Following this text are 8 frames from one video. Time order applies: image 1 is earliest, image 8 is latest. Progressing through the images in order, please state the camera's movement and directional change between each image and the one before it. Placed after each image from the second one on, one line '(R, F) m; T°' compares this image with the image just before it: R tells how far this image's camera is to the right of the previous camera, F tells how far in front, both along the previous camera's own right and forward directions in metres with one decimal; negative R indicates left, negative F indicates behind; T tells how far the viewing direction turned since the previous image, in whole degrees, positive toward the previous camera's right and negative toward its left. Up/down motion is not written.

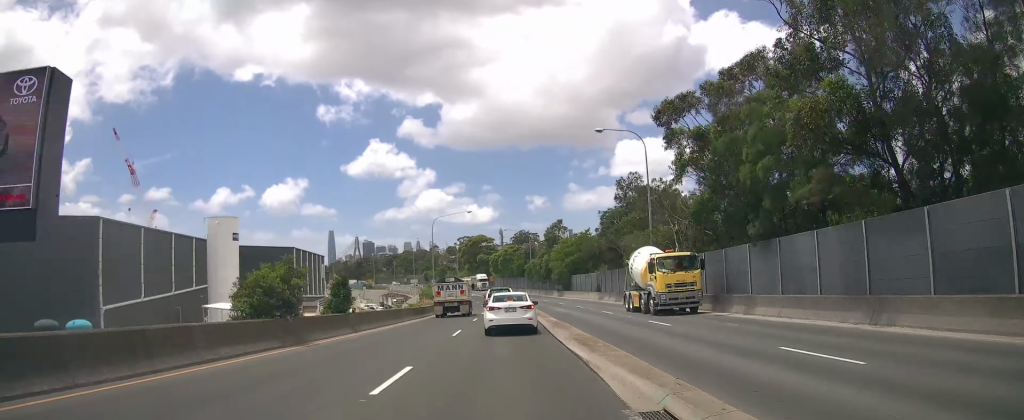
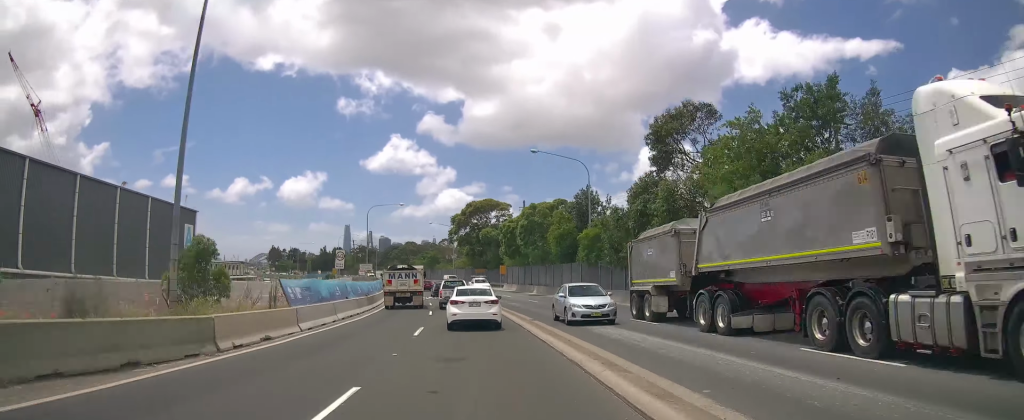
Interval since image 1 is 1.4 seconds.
(+0.8, +62.1) m; -2°
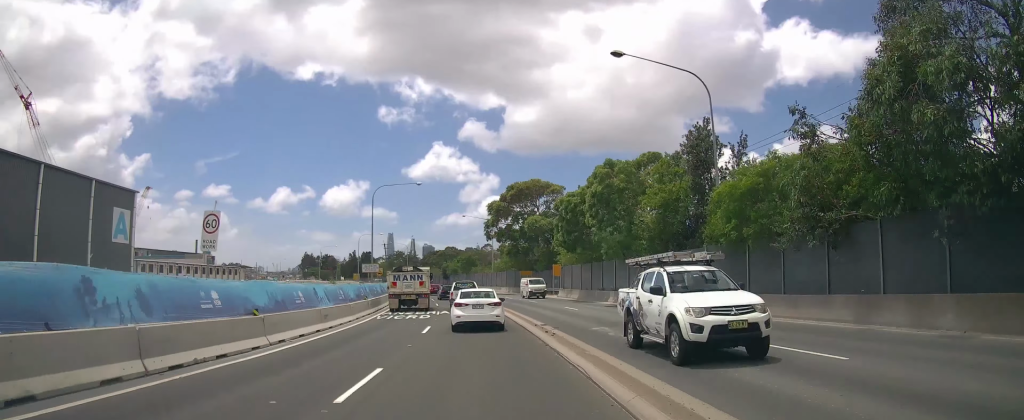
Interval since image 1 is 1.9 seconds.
(-0.6, +22.4) m; -3°
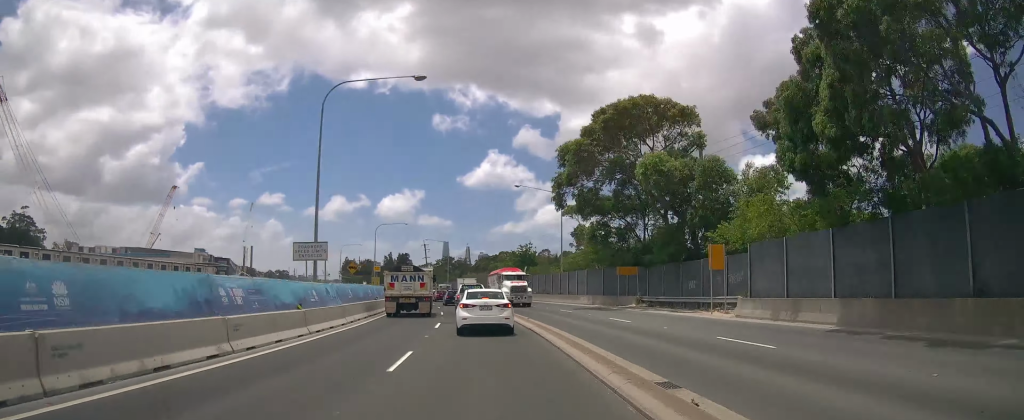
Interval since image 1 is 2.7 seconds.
(-1.1, +32.2) m; -5°
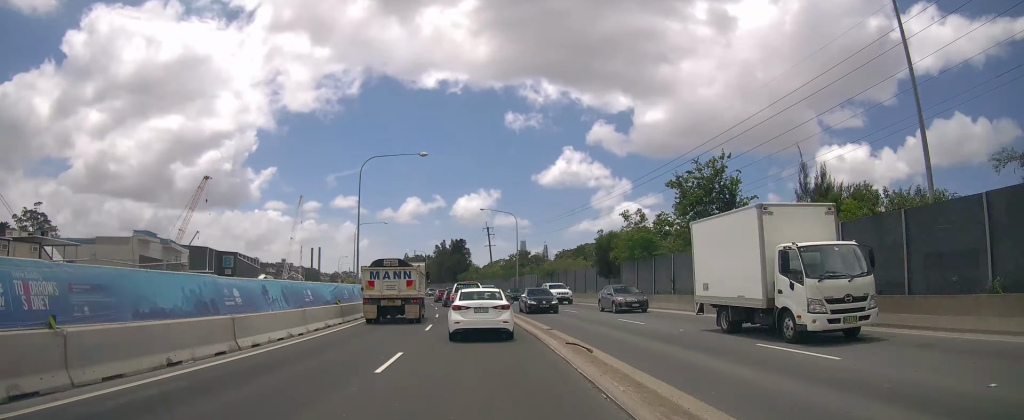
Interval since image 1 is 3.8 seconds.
(-3.8, +47.1) m; -8°
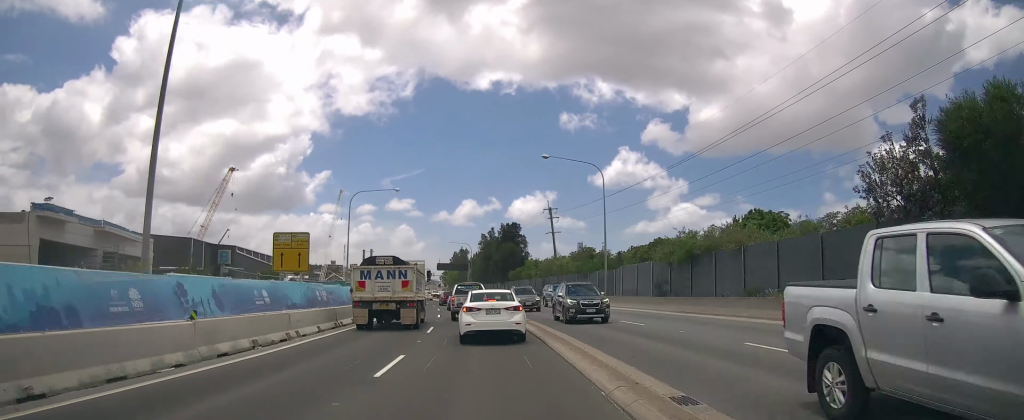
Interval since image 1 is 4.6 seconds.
(-1.6, +31.5) m; -6°
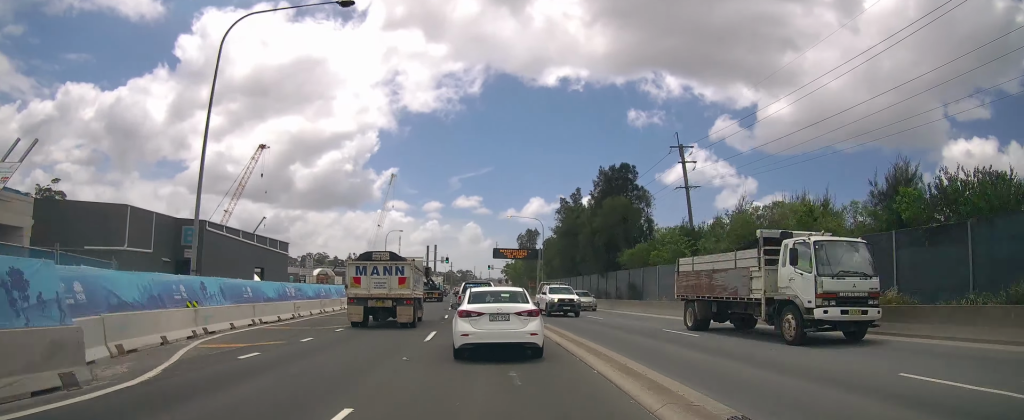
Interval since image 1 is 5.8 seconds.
(-2.7, +39.8) m; -7°
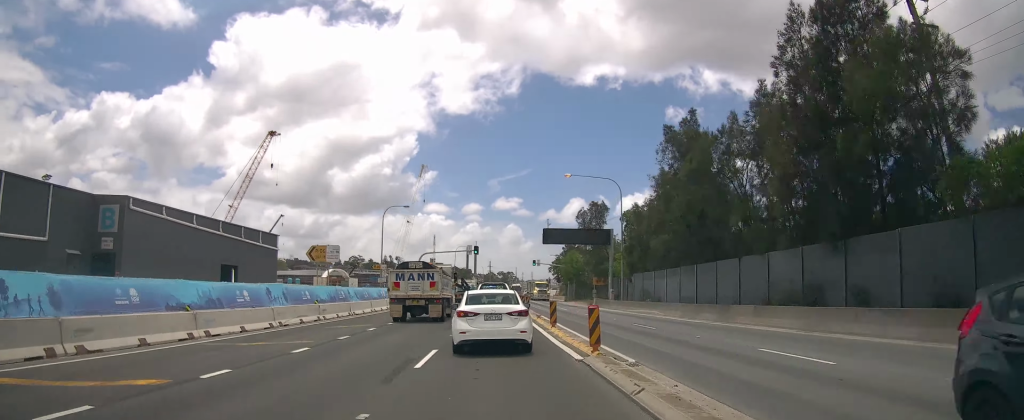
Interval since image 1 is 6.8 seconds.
(-1.8, +34.2) m; -4°
